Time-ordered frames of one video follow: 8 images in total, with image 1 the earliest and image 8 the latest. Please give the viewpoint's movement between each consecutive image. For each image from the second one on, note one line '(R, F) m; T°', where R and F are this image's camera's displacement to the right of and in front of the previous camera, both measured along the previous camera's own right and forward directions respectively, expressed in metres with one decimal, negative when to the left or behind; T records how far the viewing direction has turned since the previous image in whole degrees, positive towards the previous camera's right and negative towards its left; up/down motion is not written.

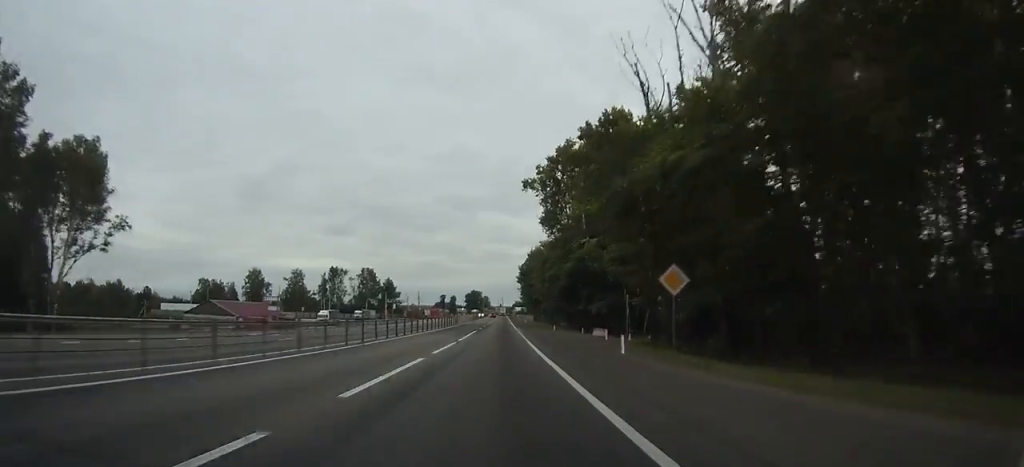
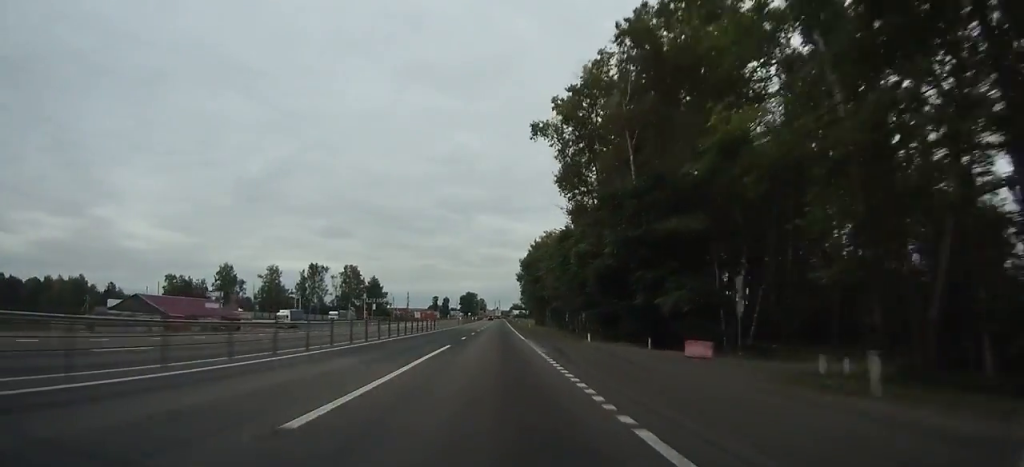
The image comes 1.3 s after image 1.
(0.0, +26.7) m; 0°
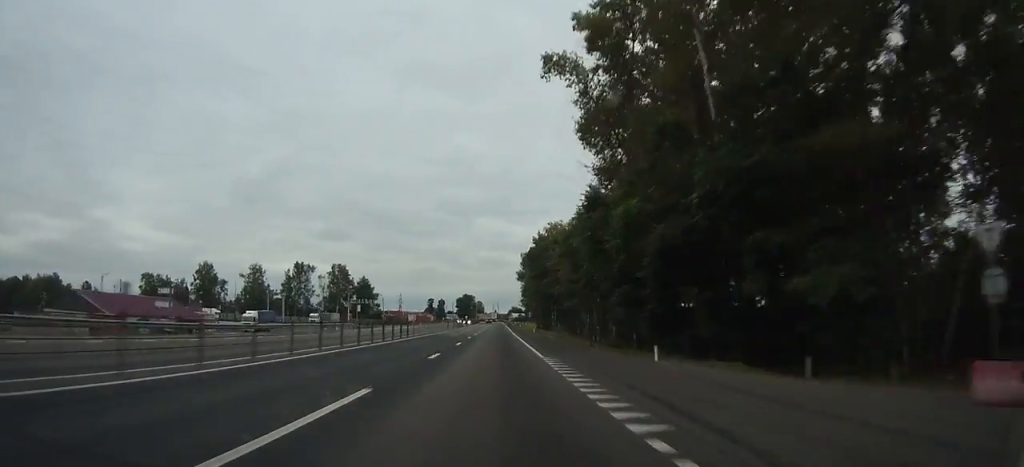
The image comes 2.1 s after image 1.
(0.0, +16.8) m; 0°
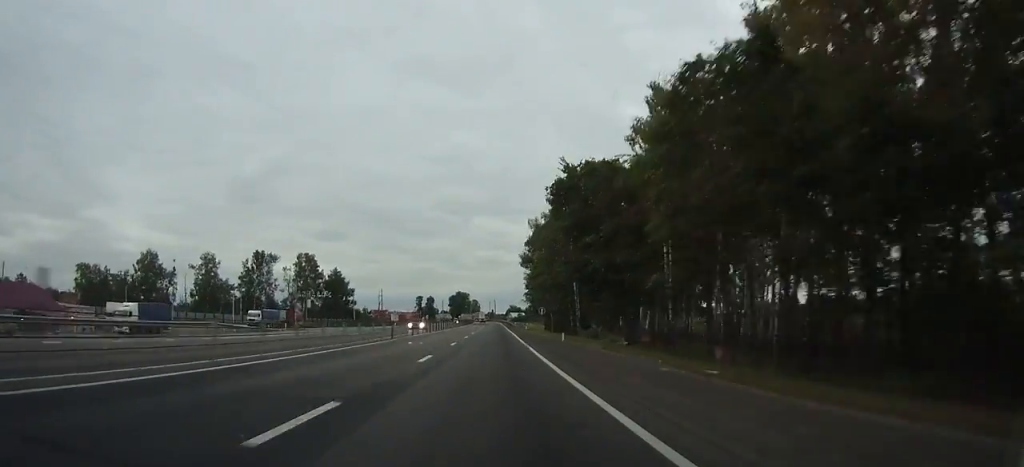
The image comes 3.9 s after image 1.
(+0.1, +38.5) m; 0°
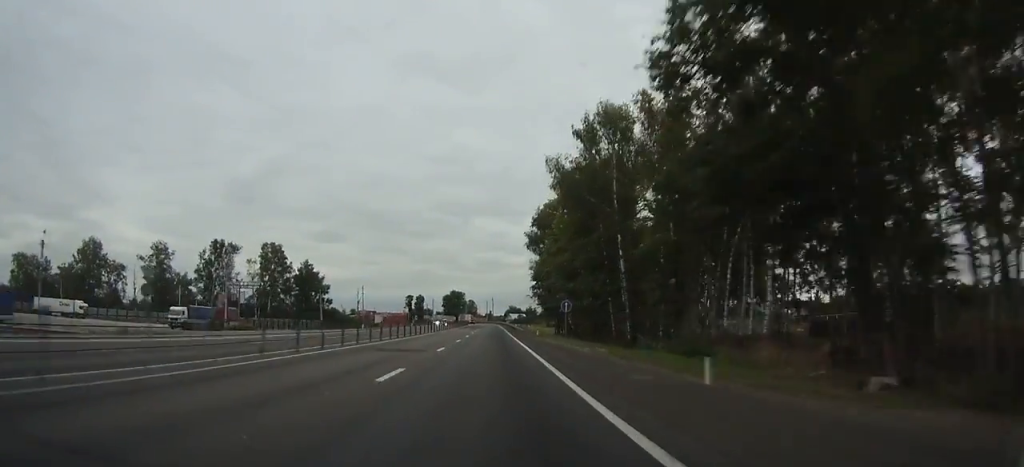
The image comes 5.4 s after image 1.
(+0.2, +29.8) m; 0°
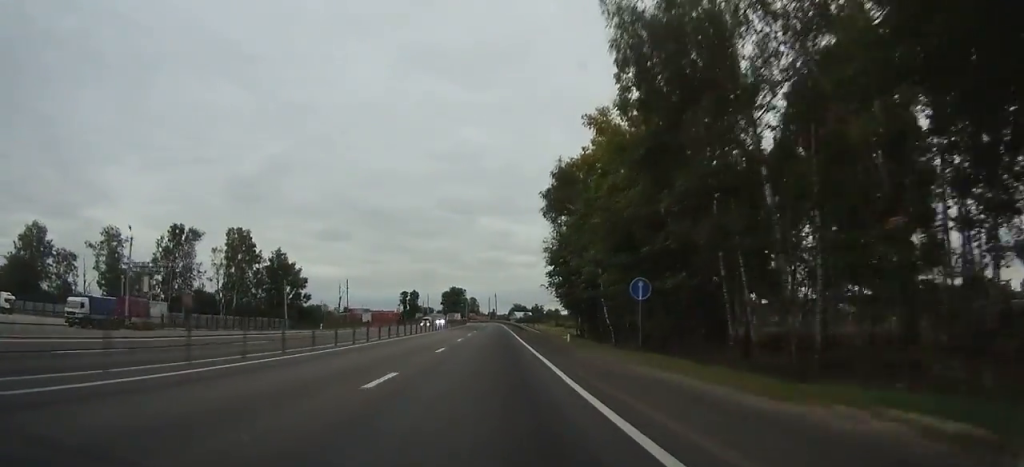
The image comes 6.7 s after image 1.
(+0.1, +25.6) m; 0°
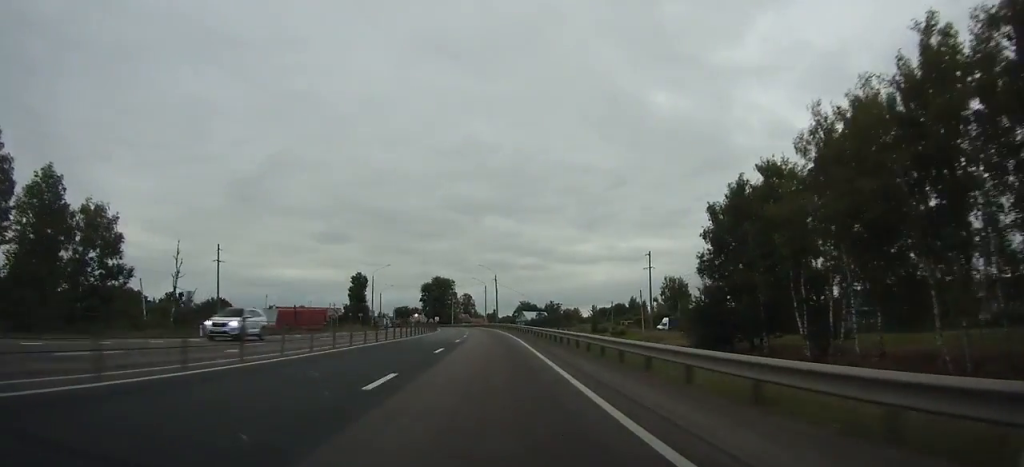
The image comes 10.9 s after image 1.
(0.0, +84.9) m; 0°
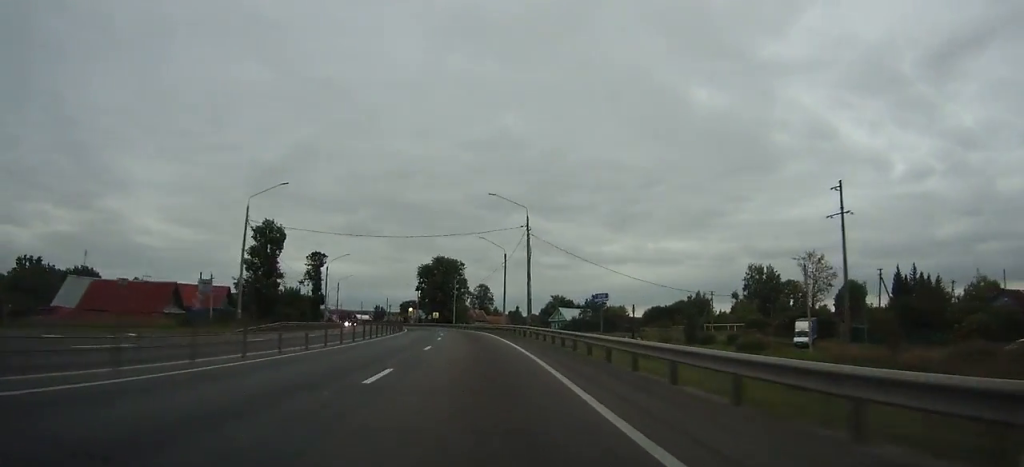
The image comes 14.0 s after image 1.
(-0.6, +59.5) m; -2°
